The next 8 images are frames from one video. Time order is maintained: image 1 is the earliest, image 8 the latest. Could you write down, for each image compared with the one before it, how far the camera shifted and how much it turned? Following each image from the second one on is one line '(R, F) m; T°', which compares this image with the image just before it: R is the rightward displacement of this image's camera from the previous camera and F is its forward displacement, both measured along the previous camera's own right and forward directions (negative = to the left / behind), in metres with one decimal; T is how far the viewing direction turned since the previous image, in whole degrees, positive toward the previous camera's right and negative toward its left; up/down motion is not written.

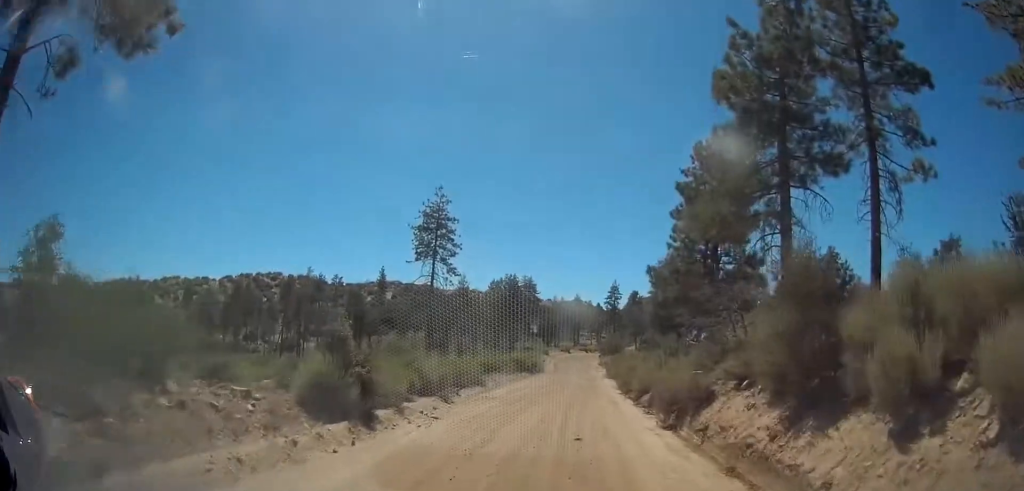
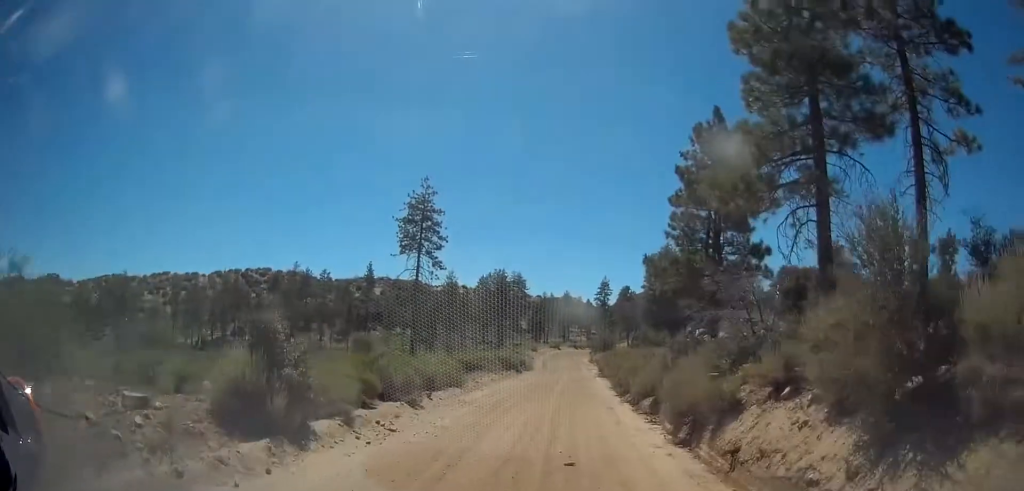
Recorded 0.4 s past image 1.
(-0.1, +2.6) m; +1°
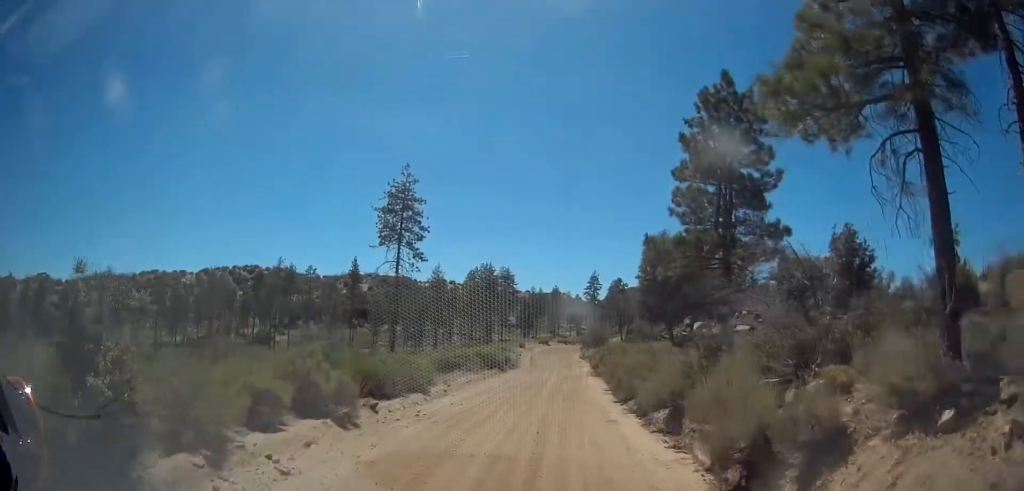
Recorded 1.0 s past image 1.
(-0.2, +4.2) m; +1°
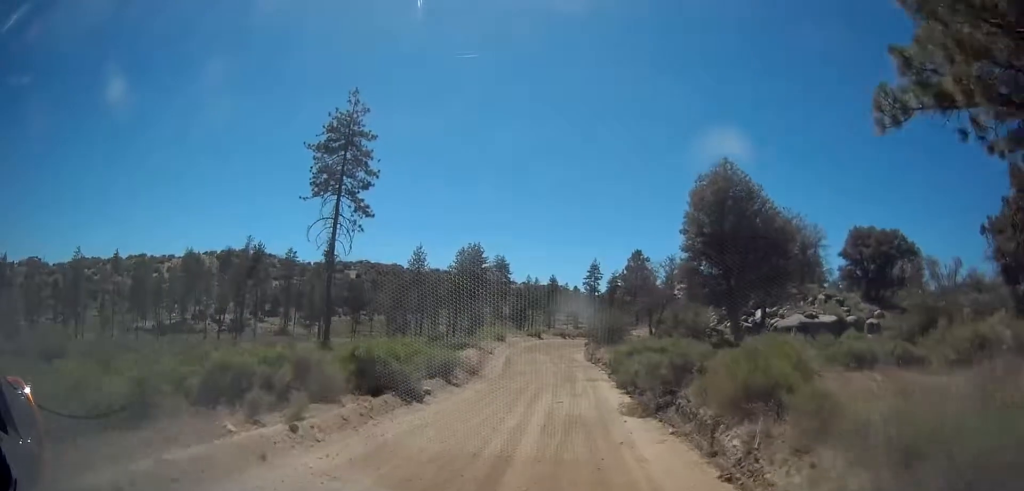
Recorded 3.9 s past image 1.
(+0.4, +19.6) m; +1°
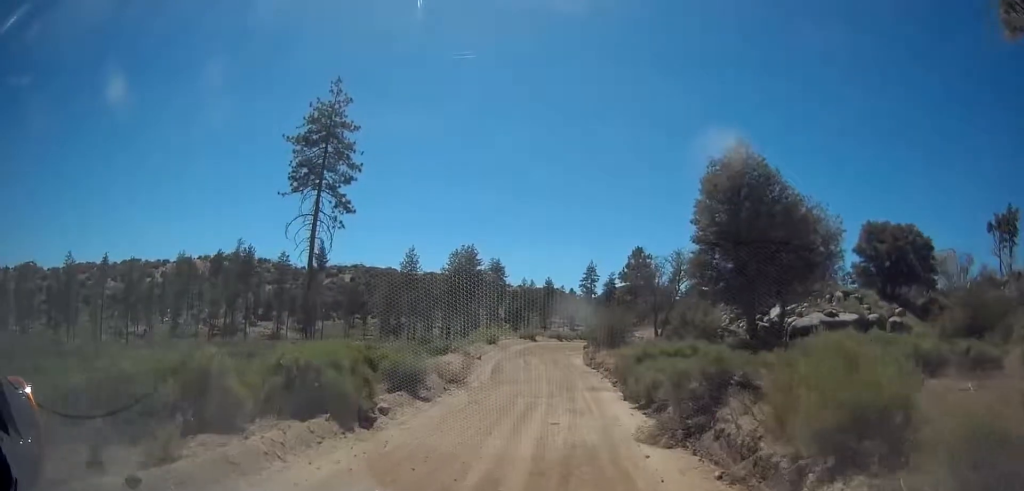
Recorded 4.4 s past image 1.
(0.0, +3.6) m; -1°
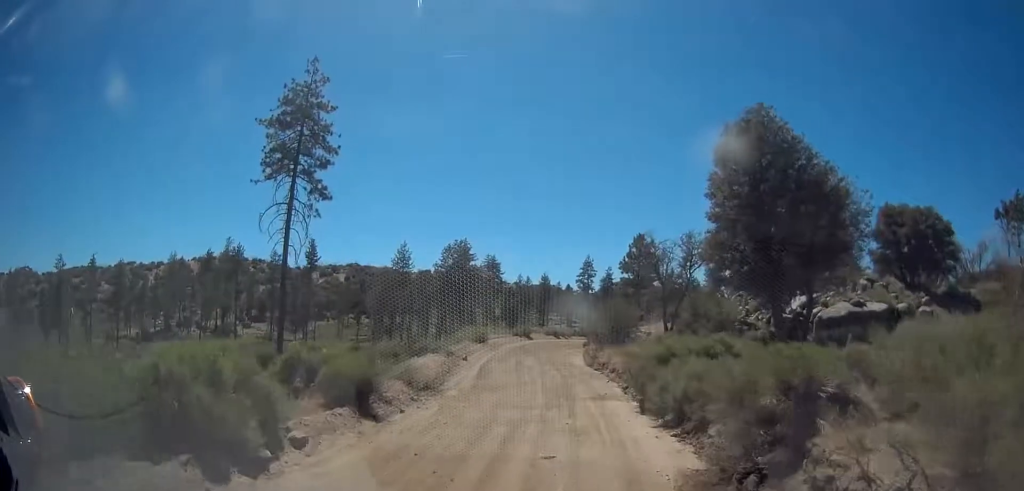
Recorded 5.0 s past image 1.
(-0.1, +3.9) m; -1°
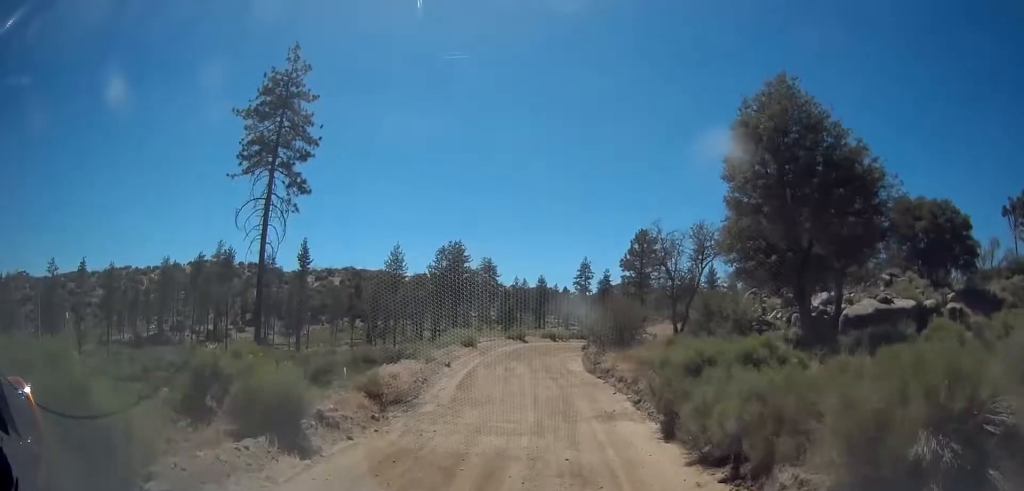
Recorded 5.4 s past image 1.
(0.0, +3.2) m; 0°
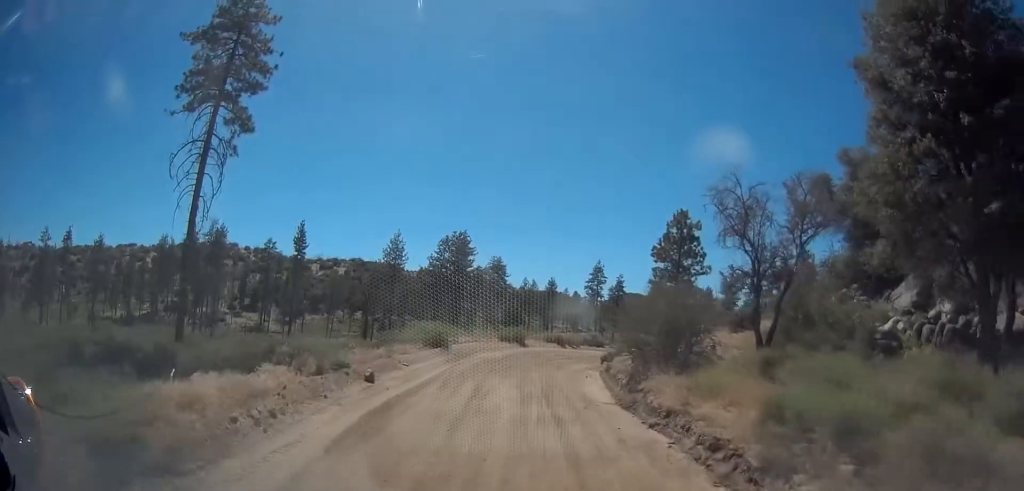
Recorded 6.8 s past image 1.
(+0.3, +10.4) m; +1°
